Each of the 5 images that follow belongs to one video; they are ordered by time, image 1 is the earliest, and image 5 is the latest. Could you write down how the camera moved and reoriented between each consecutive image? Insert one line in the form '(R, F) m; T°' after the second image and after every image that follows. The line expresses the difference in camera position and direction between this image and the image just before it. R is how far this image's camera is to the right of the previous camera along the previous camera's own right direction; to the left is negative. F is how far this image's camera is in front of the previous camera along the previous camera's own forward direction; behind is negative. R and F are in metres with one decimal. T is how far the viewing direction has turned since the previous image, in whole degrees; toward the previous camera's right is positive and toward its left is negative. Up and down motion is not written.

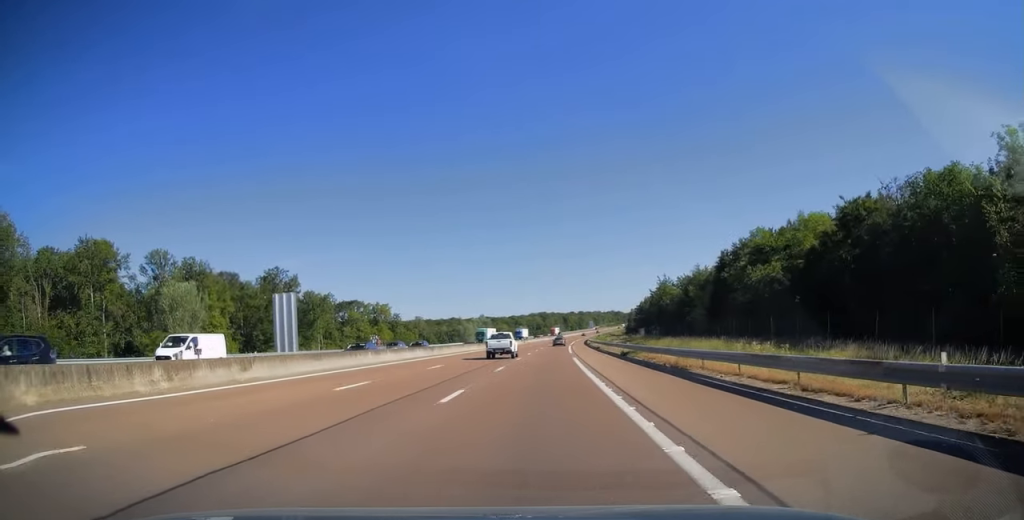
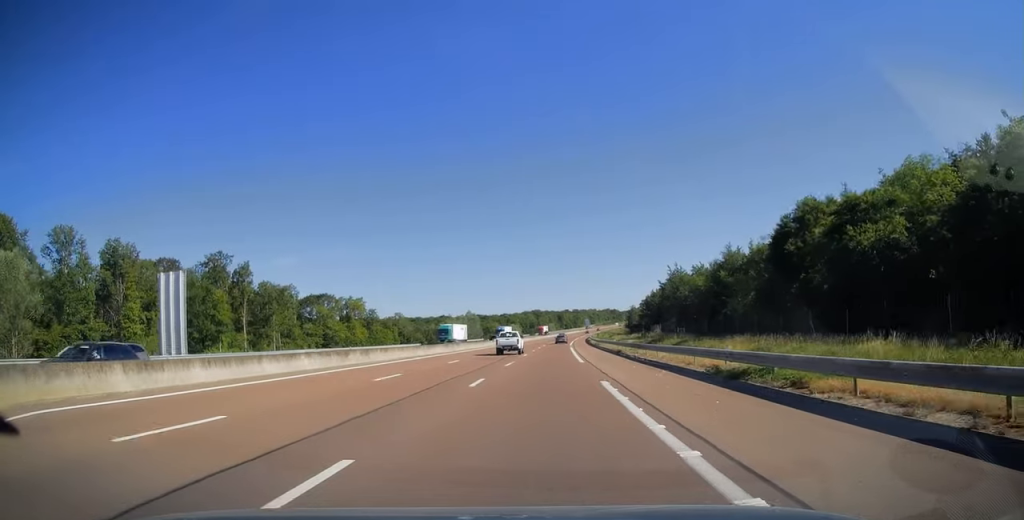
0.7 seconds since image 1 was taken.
(+0.1, +22.4) m; +1°
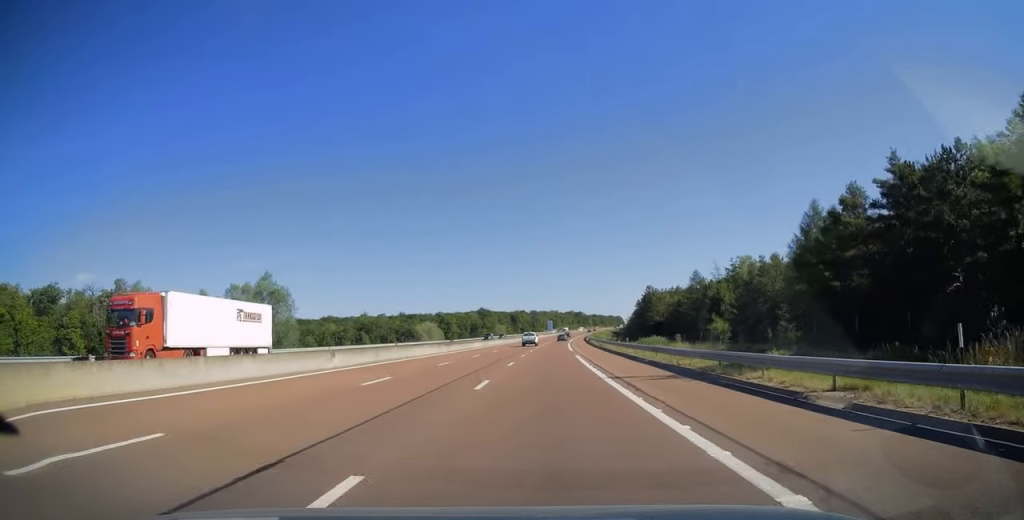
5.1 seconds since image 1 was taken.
(+4.8, +131.2) m; +4°
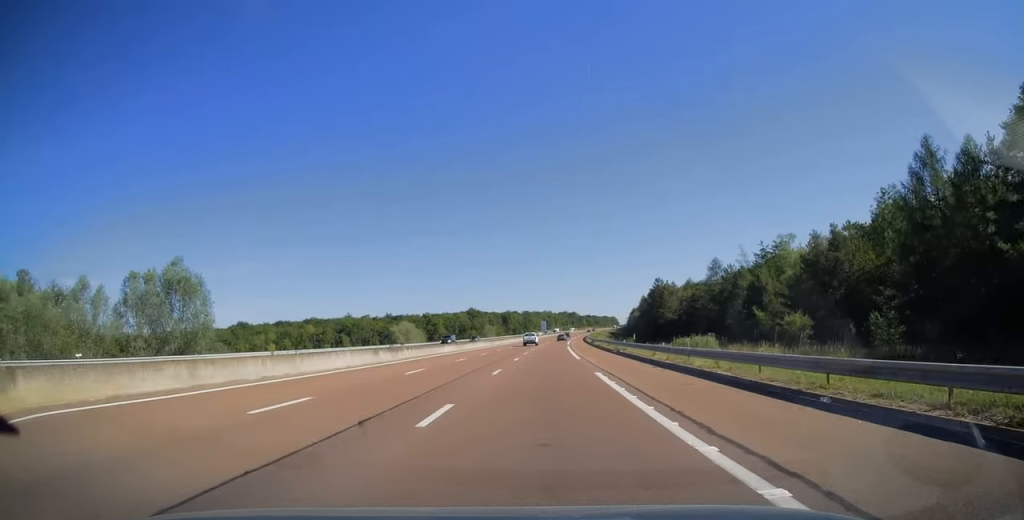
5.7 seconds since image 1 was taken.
(+0.1, +19.8) m; +1°
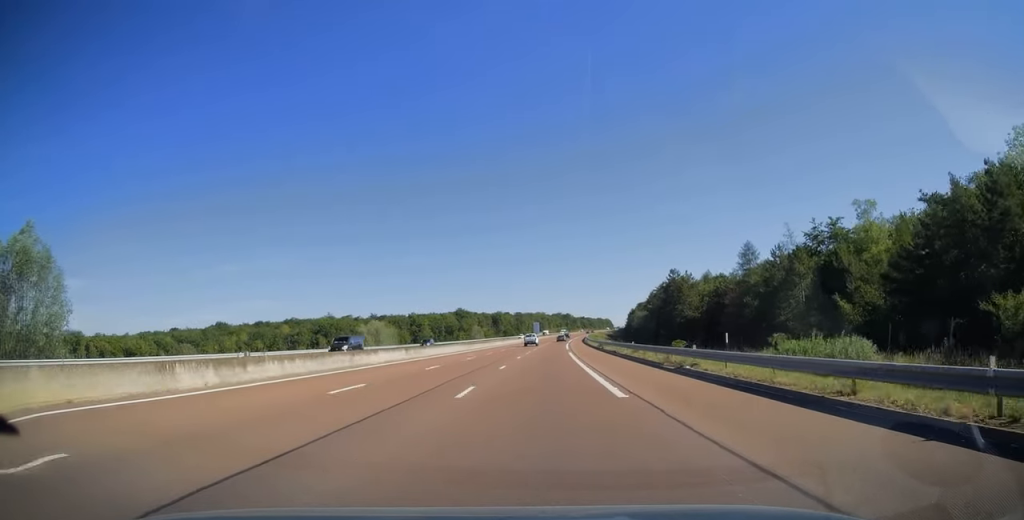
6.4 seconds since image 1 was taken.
(+0.1, +21.2) m; +1°
